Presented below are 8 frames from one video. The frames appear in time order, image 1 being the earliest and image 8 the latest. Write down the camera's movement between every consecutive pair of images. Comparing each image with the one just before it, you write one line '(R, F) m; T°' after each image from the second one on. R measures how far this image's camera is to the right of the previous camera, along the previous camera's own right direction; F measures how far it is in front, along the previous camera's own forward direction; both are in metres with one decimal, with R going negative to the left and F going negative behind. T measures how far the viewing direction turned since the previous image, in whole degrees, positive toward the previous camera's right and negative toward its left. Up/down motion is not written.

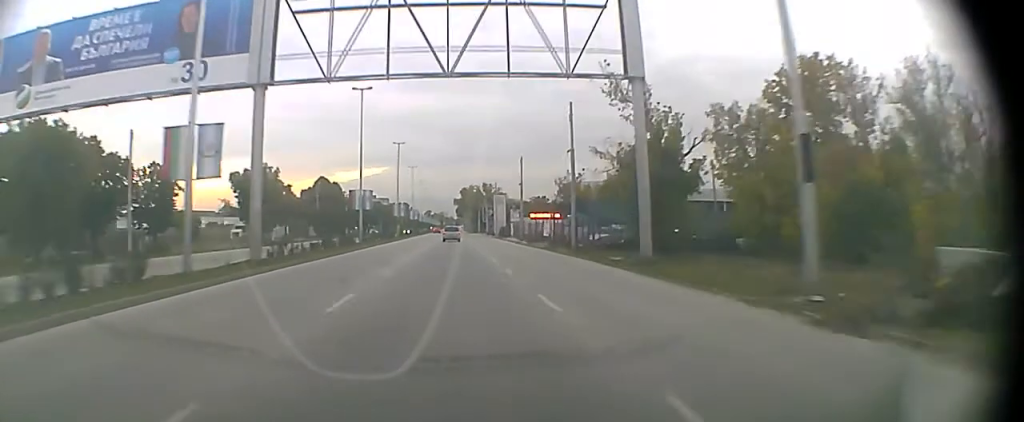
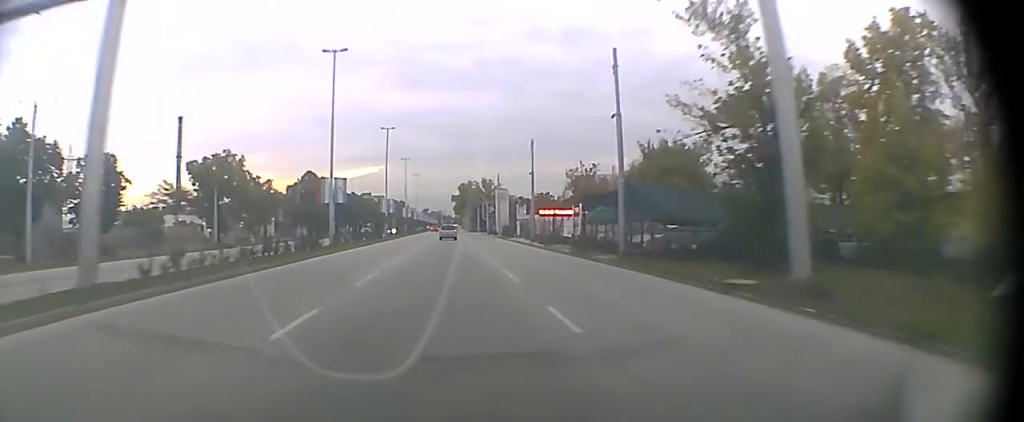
(0.0, +12.0) m; 0°
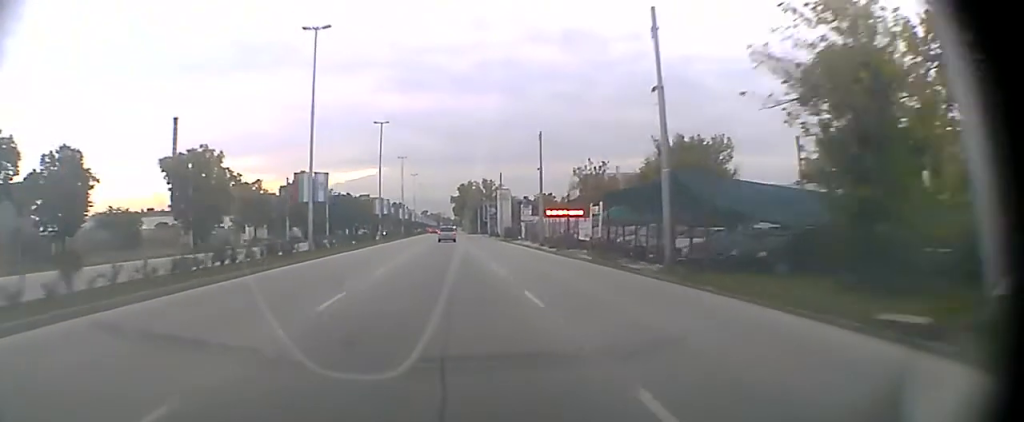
(0.0, +6.0) m; 0°
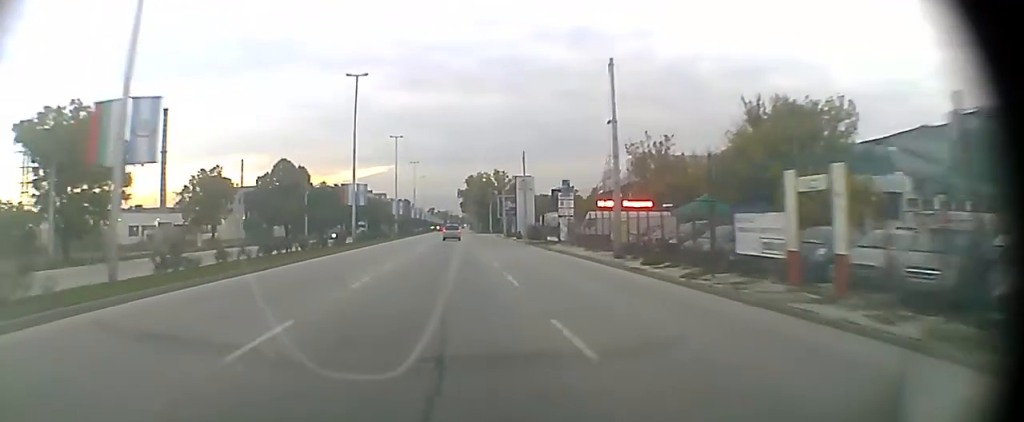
(0.0, +22.9) m; 0°
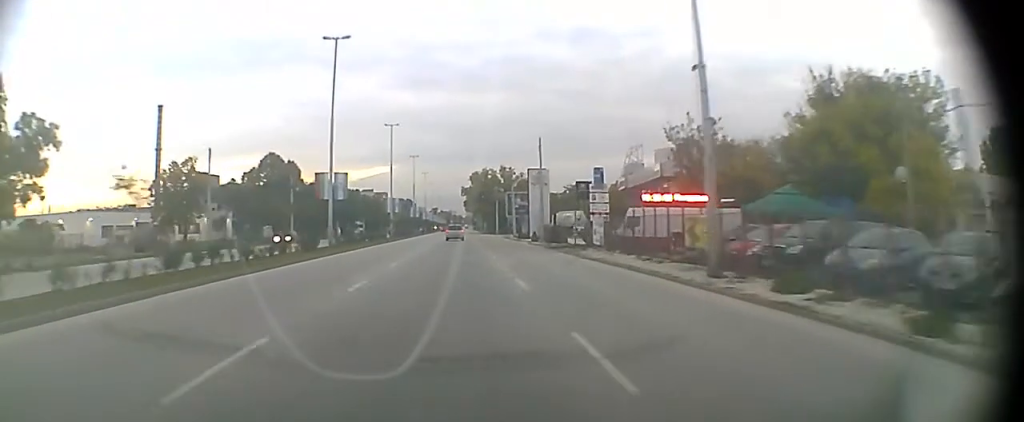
(0.0, +10.0) m; 0°
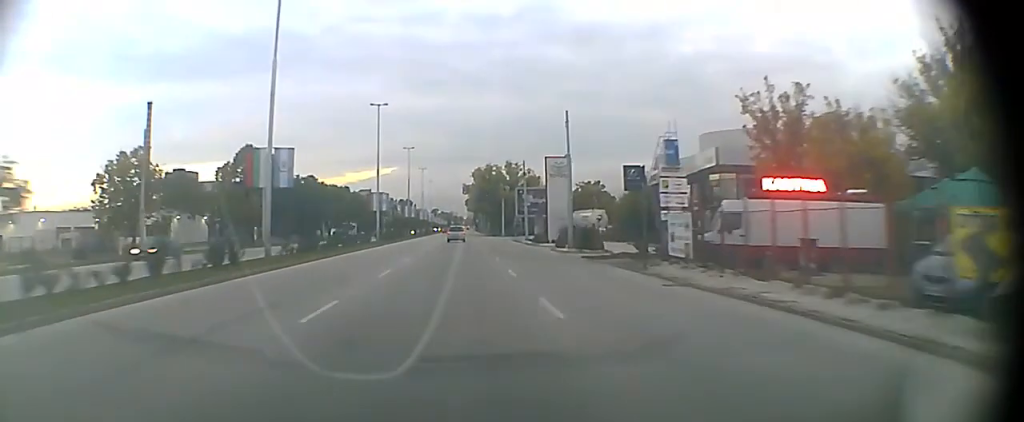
(0.0, +15.0) m; 0°
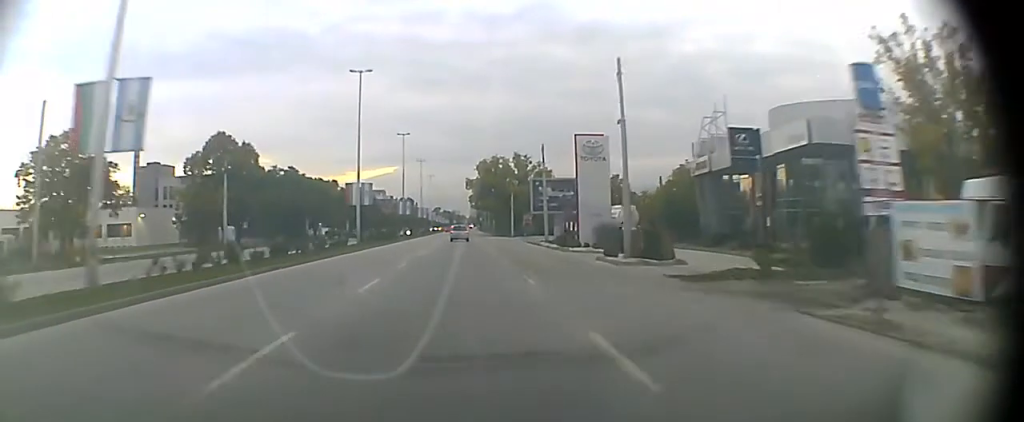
(-0.1, +13.0) m; 0°
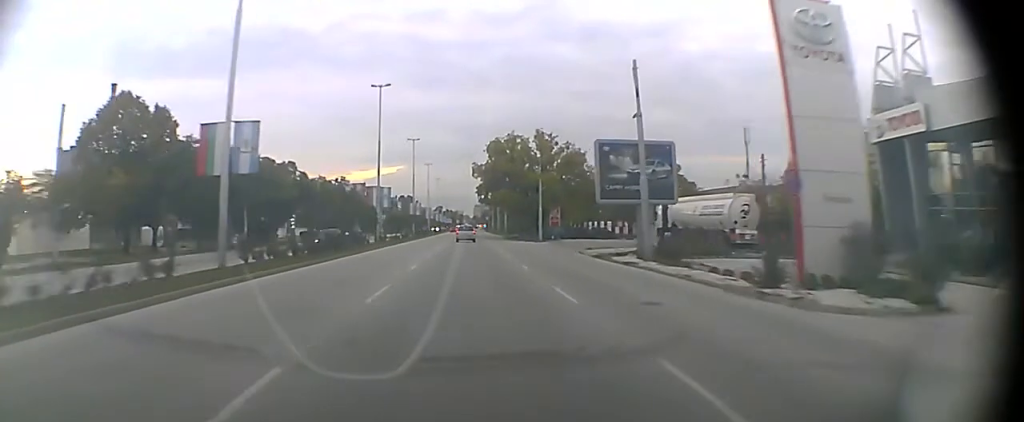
(0.0, +28.3) m; 0°
